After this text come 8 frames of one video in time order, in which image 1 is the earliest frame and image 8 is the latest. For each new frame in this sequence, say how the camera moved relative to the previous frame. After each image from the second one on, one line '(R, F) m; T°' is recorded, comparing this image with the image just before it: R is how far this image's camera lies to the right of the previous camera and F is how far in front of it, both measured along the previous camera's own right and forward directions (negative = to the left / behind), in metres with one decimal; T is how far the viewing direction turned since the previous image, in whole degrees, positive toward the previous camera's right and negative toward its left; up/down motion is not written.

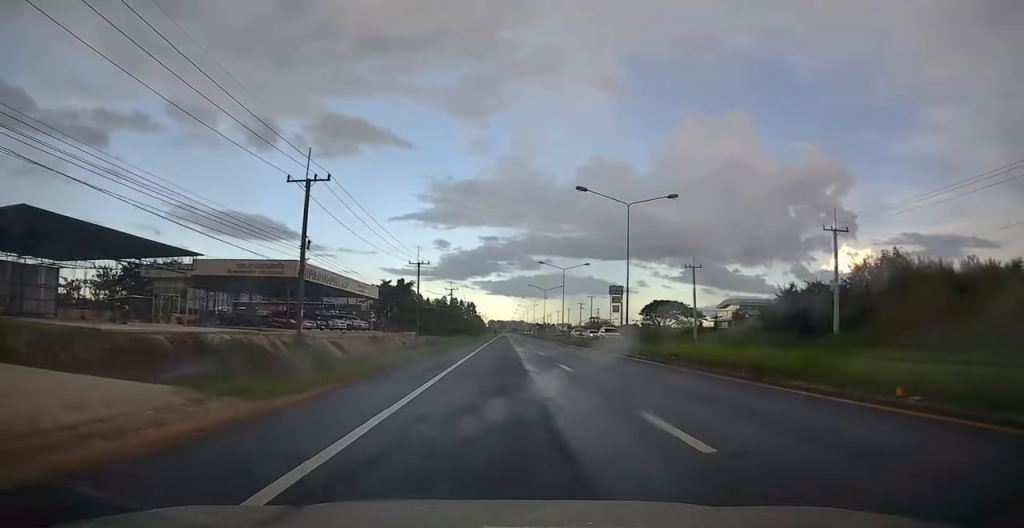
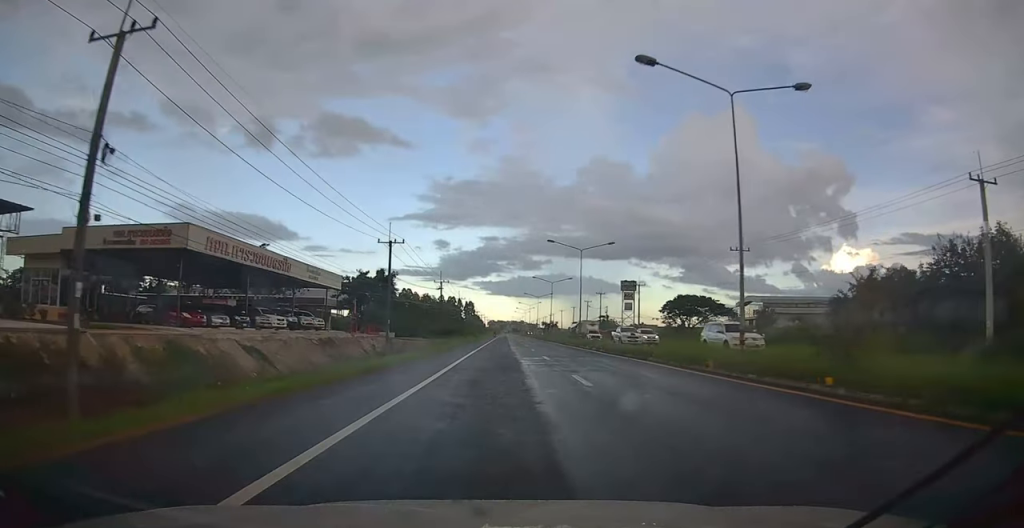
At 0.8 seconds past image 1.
(+0.2, +16.9) m; 0°
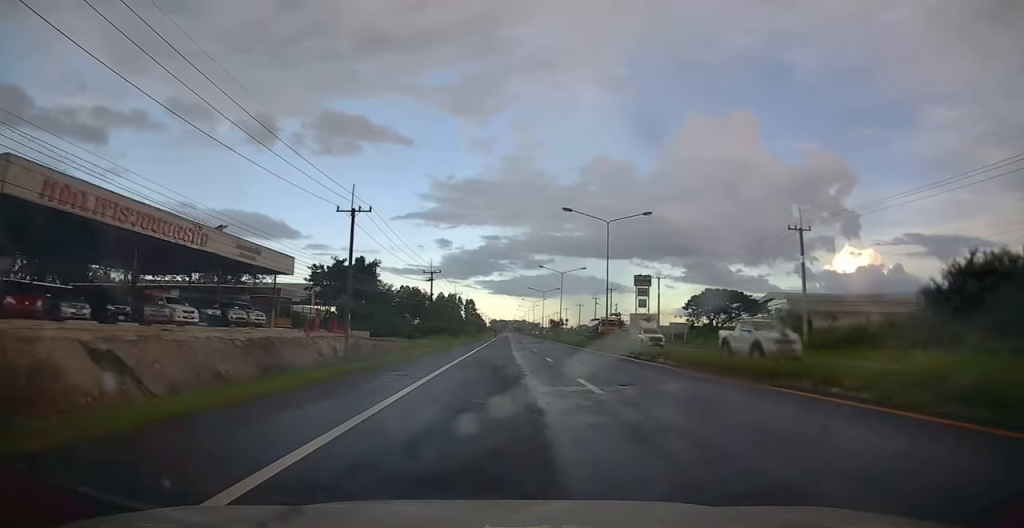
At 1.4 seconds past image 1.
(+0.1, +13.6) m; -1°
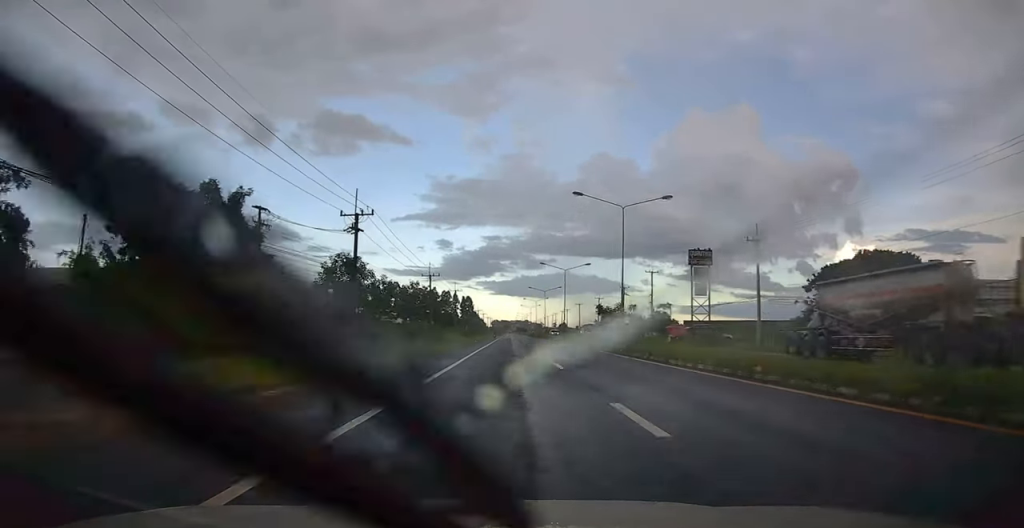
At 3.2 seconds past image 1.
(-0.3, +40.2) m; +1°
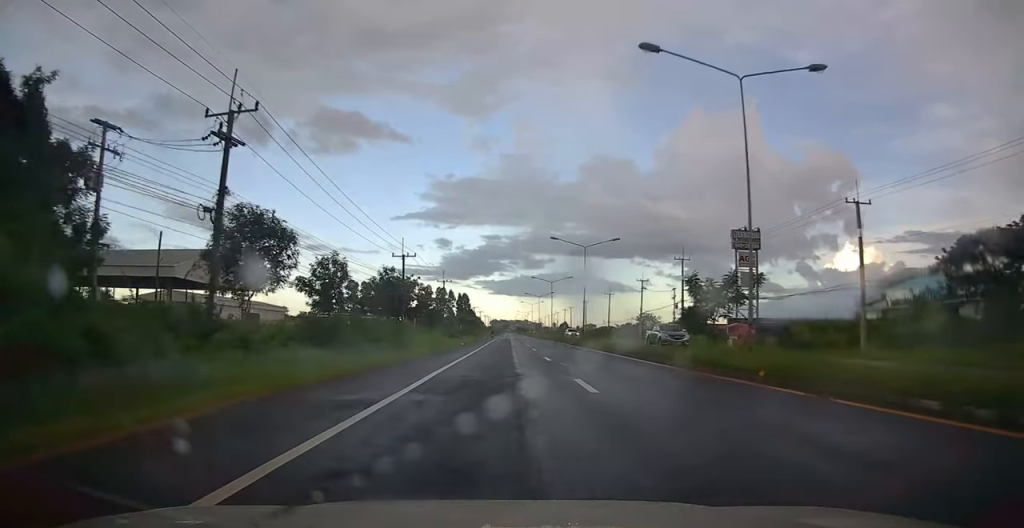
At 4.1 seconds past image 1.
(+0.1, +19.2) m; -1°
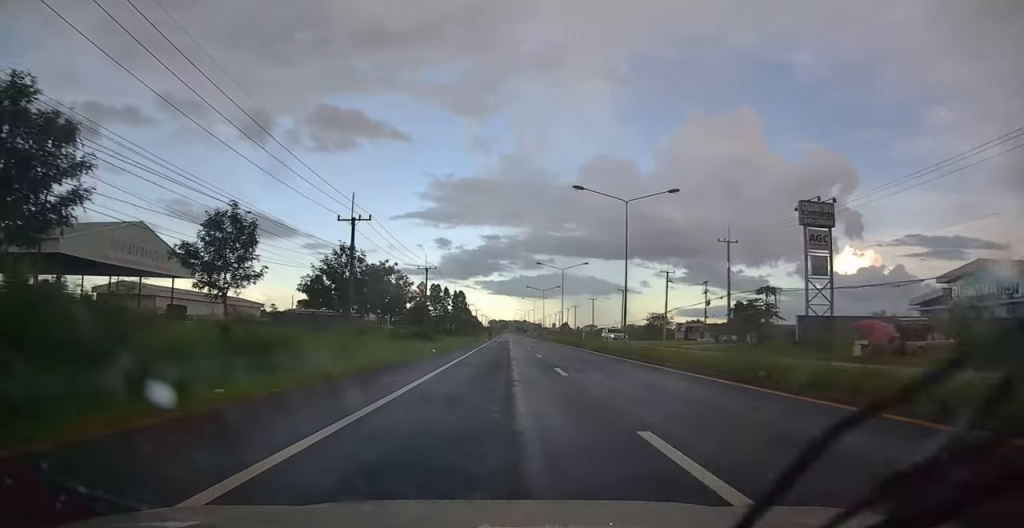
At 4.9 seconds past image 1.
(-0.5, +18.9) m; 0°
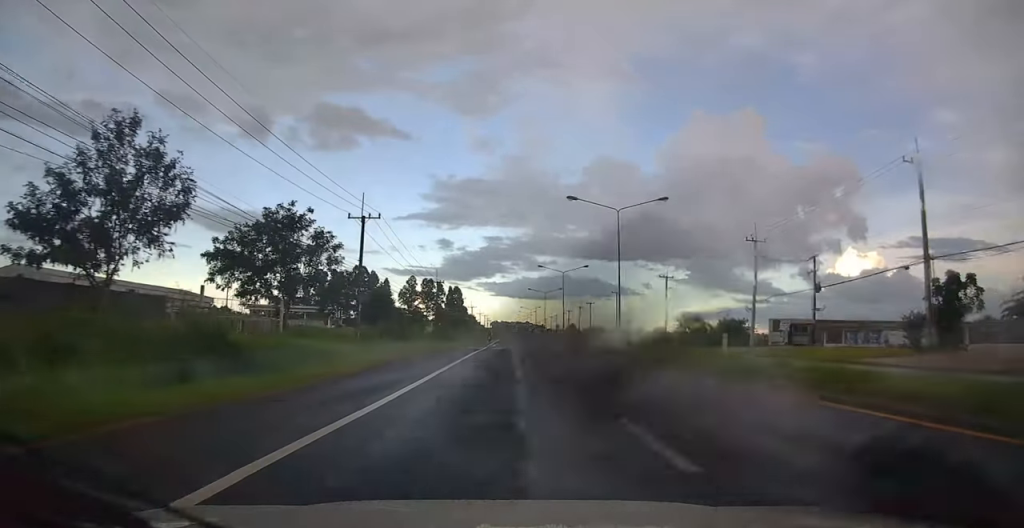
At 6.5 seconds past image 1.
(+0.6, +35.2) m; +1°
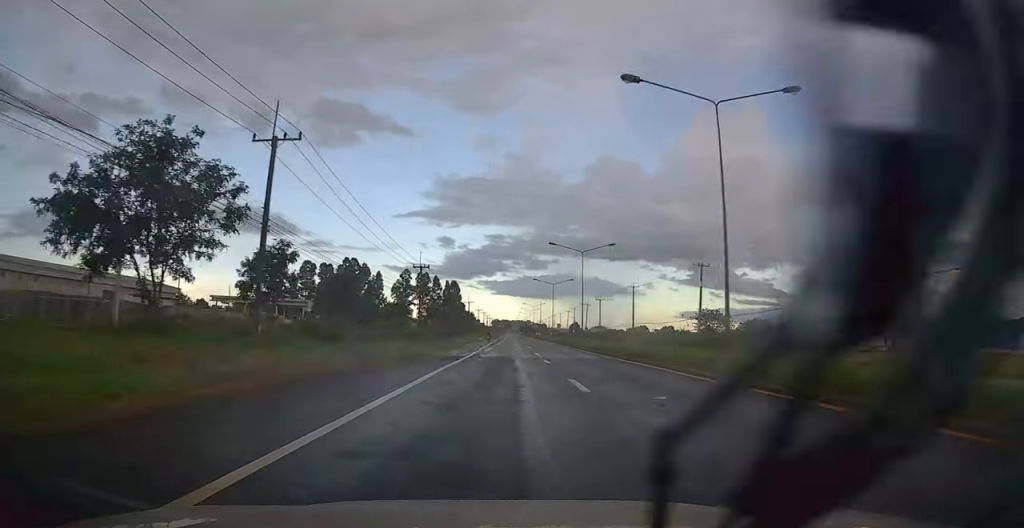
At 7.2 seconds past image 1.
(0.0, +17.3) m; -2°
